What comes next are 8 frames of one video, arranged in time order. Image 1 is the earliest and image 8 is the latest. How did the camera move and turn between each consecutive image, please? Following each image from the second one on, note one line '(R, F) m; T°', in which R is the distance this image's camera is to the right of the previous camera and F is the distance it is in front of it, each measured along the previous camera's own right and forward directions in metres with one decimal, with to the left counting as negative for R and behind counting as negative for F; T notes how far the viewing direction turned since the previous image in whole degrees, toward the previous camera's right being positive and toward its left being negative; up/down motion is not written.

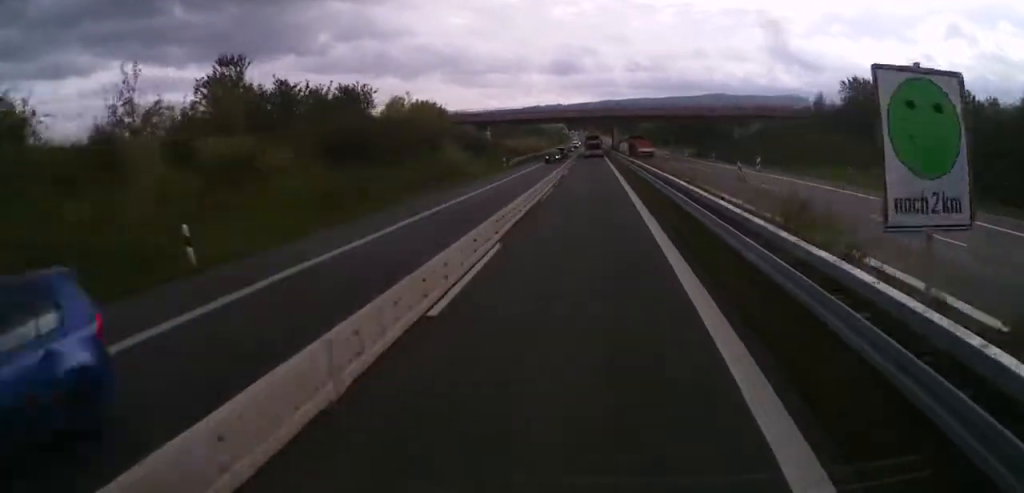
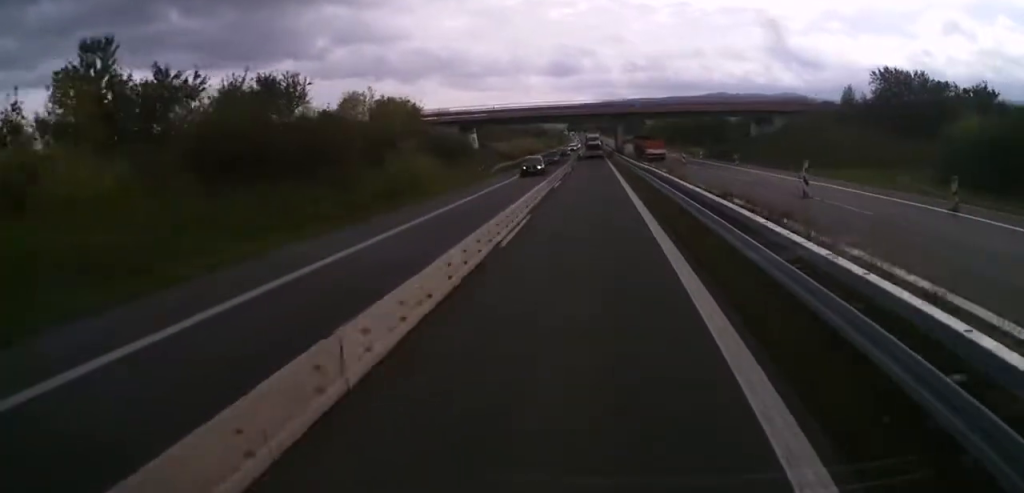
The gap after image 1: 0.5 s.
(+0.1, +11.6) m; 0°
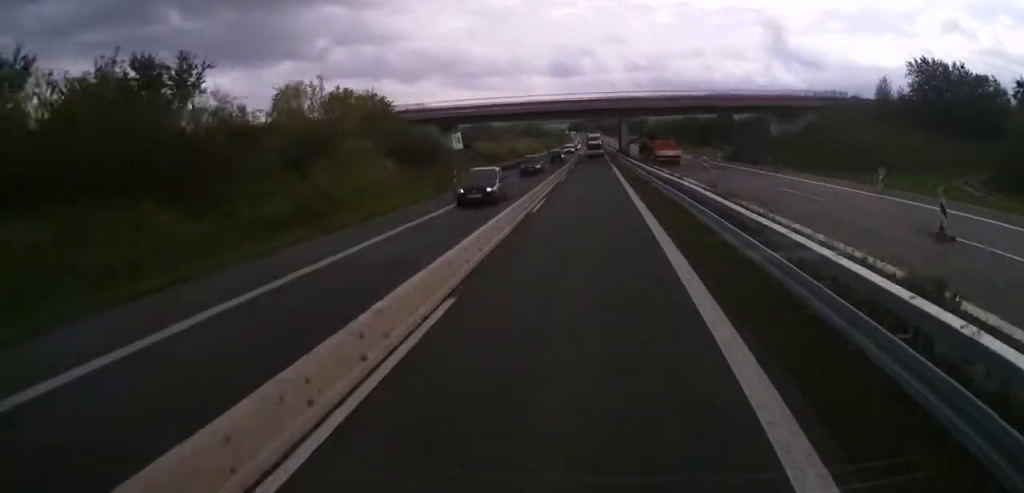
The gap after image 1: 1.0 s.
(+0.2, +10.9) m; 0°
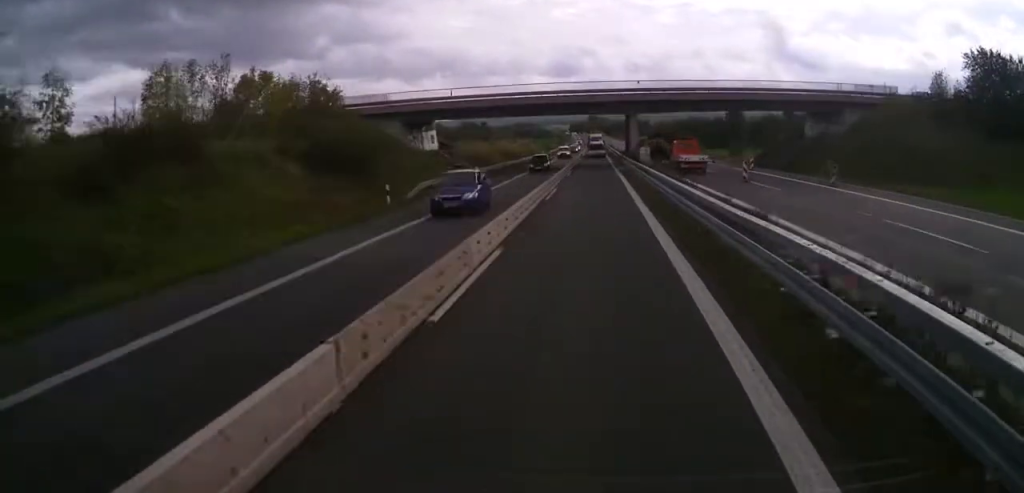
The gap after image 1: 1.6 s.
(0.0, +13.2) m; 0°
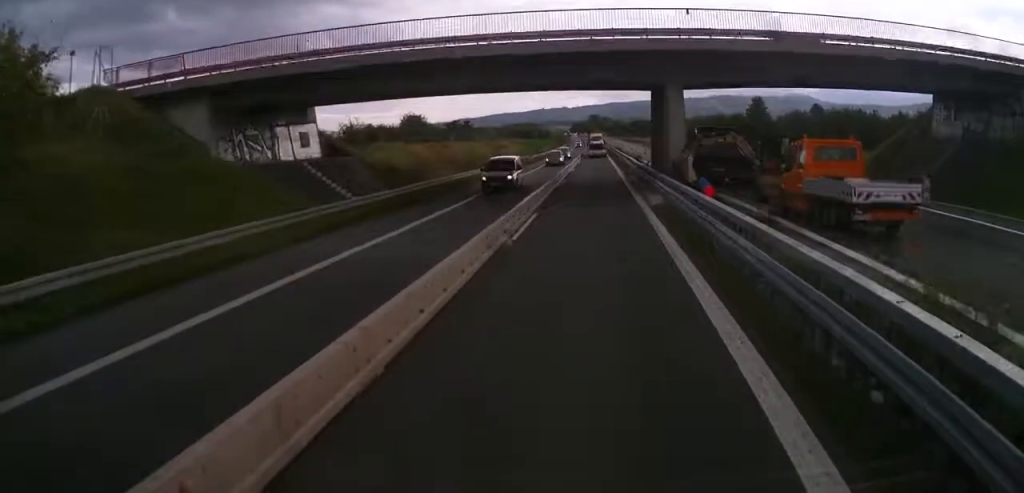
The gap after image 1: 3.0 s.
(-0.2, +29.3) m; 0°
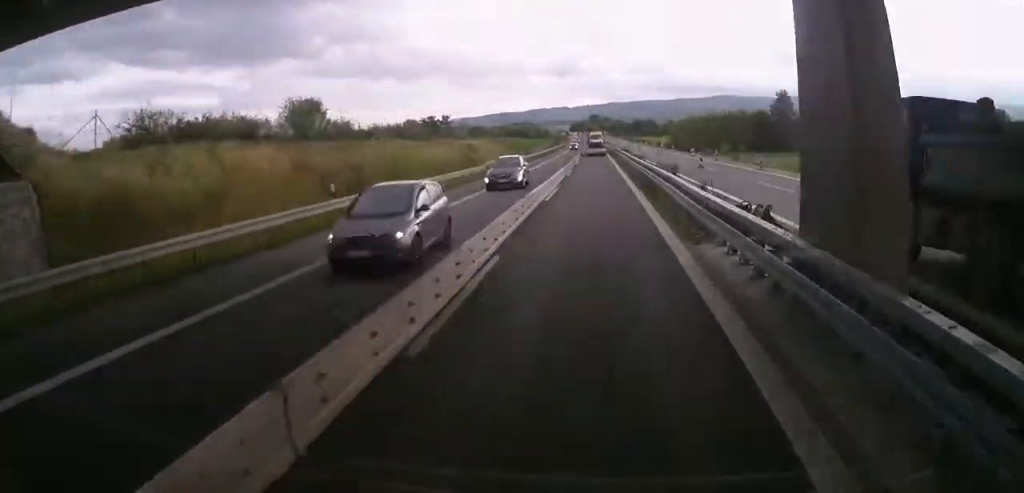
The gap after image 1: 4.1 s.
(0.0, +25.7) m; 0°
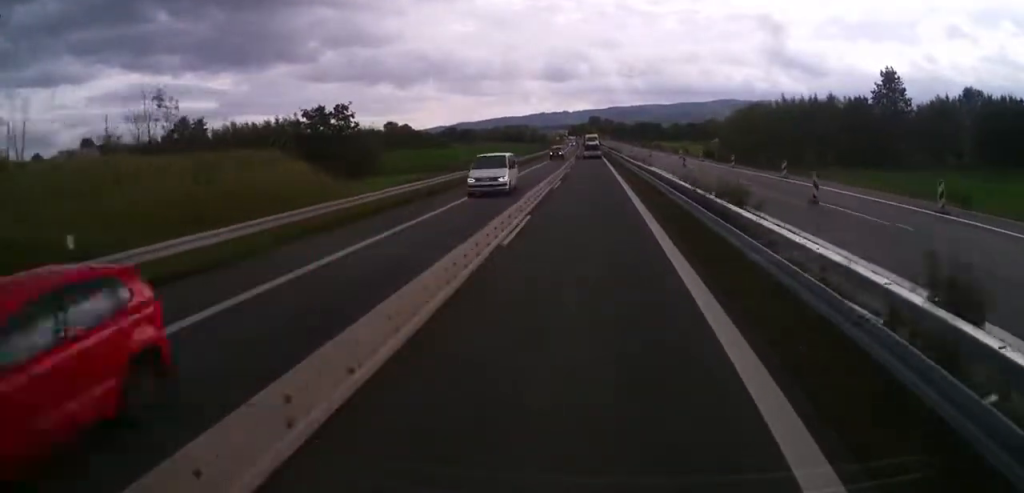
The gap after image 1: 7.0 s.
(-0.5, +64.0) m; -1°
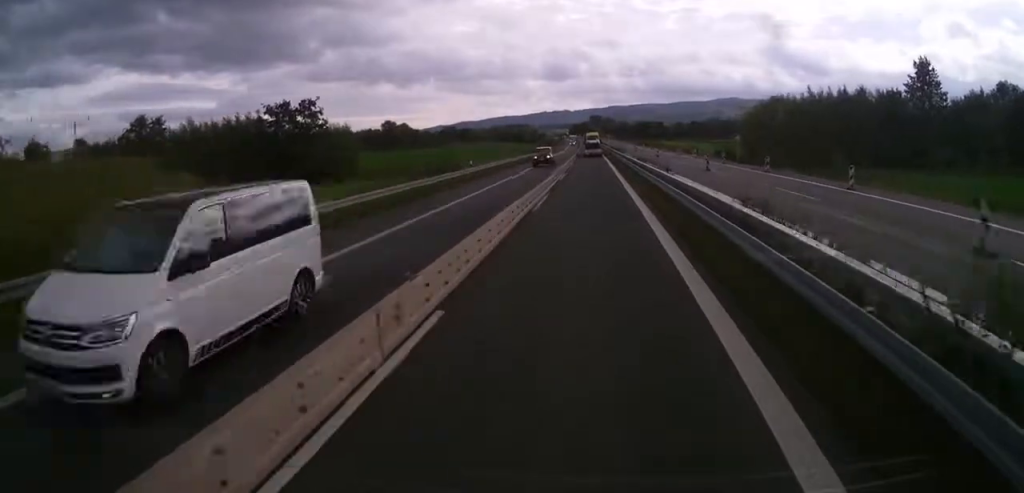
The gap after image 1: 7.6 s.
(0.0, +11.7) m; 0°
